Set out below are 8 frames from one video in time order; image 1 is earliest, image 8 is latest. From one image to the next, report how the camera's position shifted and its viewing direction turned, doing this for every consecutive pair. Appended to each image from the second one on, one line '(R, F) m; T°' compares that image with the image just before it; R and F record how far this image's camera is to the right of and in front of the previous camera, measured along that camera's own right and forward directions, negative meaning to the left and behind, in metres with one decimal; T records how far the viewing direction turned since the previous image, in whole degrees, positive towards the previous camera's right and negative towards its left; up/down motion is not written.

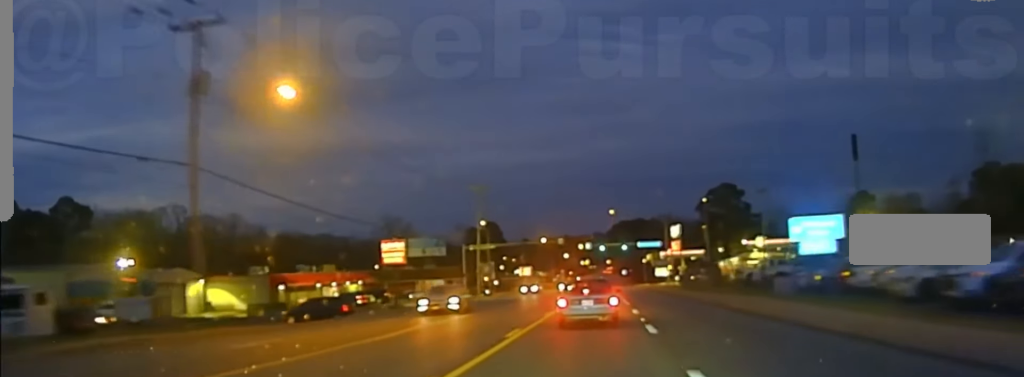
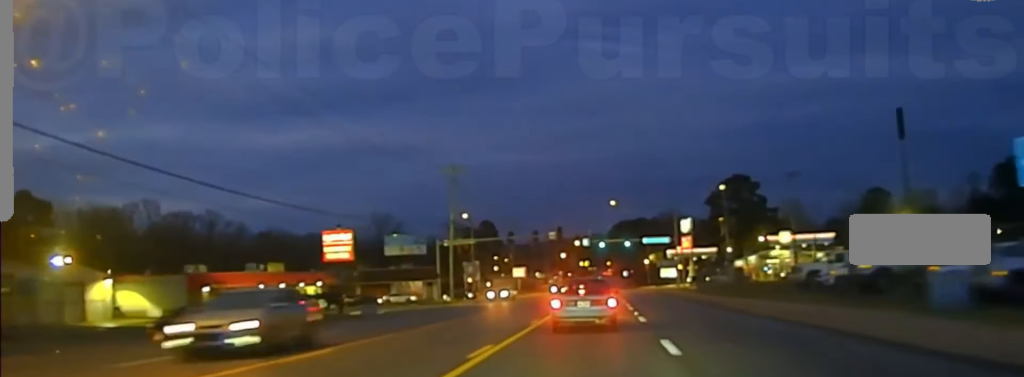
(0.0, +15.8) m; 0°
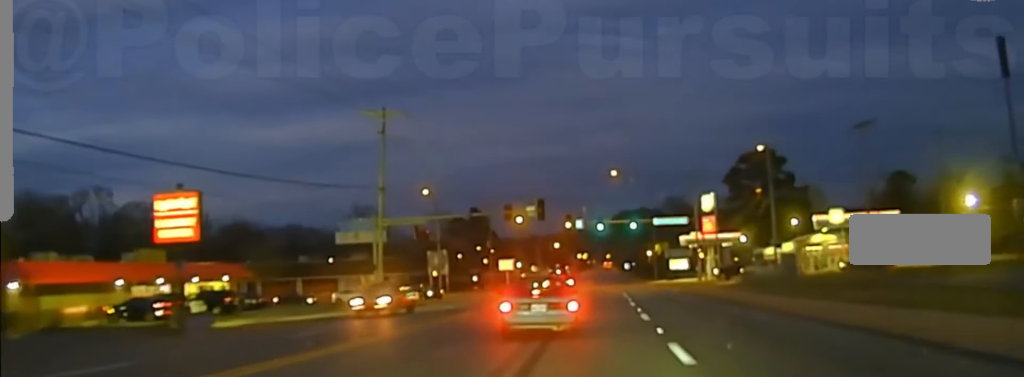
(-0.1, +24.6) m; 0°
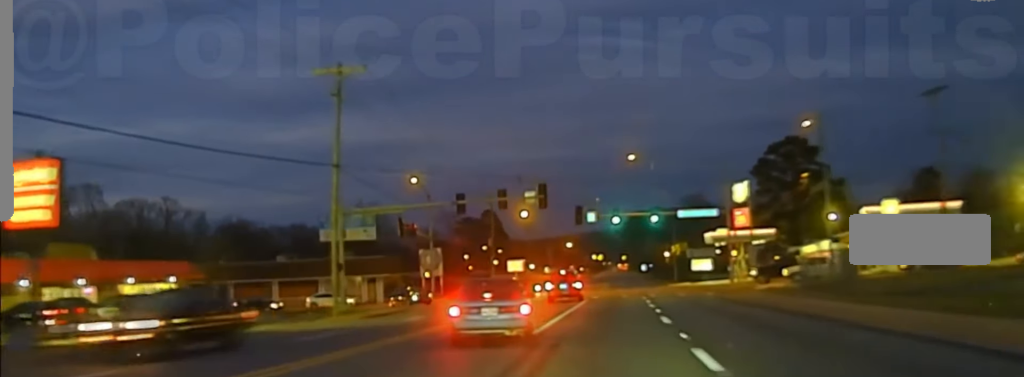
(-0.2, +12.8) m; +1°
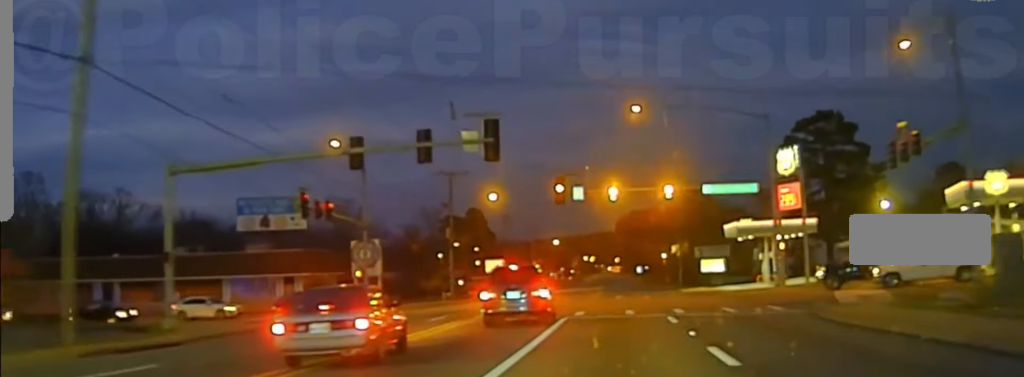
(+0.8, +21.0) m; +1°
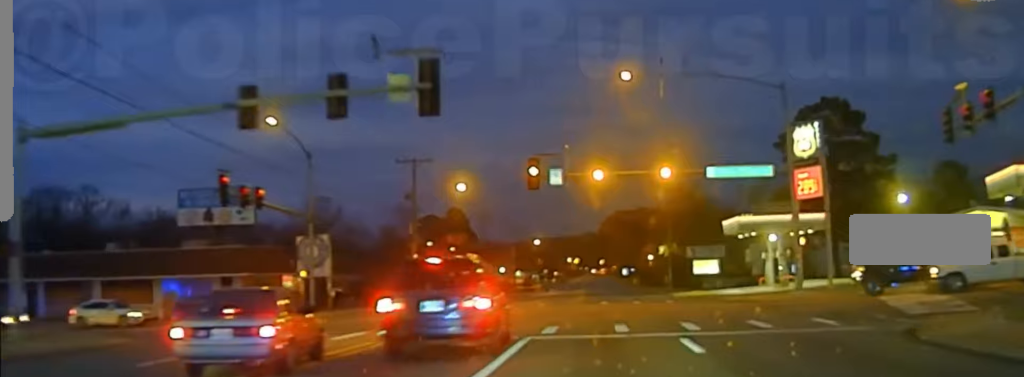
(-0.2, +9.3) m; -1°
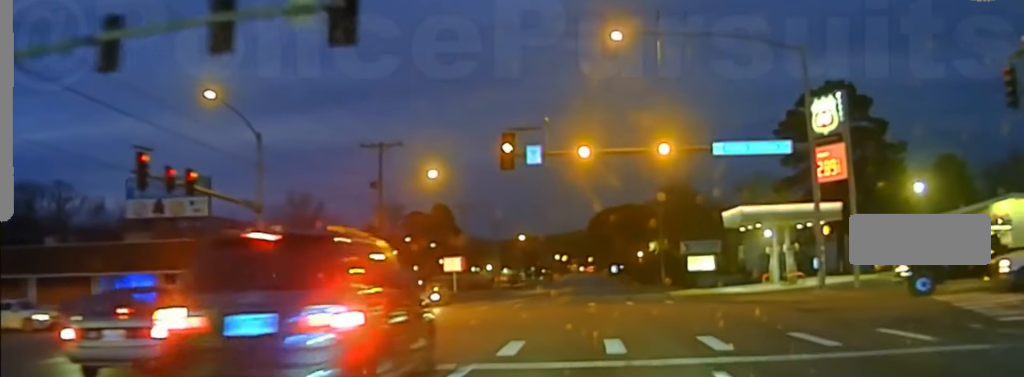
(-0.1, +7.8) m; -1°
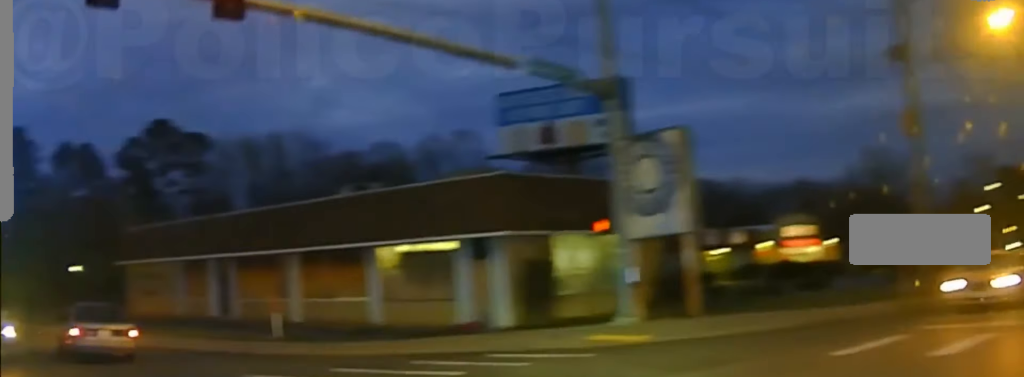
(-8.4, +27.1) m; -59°
